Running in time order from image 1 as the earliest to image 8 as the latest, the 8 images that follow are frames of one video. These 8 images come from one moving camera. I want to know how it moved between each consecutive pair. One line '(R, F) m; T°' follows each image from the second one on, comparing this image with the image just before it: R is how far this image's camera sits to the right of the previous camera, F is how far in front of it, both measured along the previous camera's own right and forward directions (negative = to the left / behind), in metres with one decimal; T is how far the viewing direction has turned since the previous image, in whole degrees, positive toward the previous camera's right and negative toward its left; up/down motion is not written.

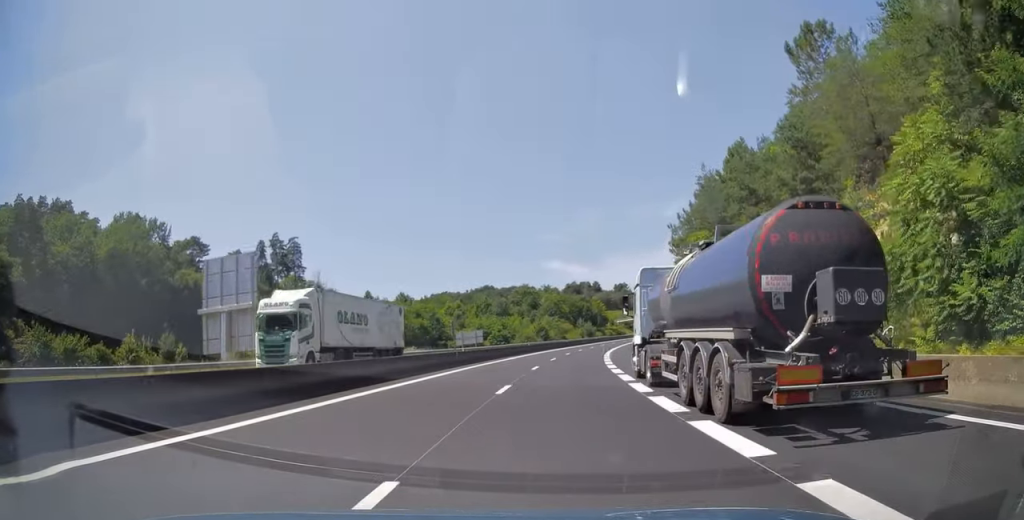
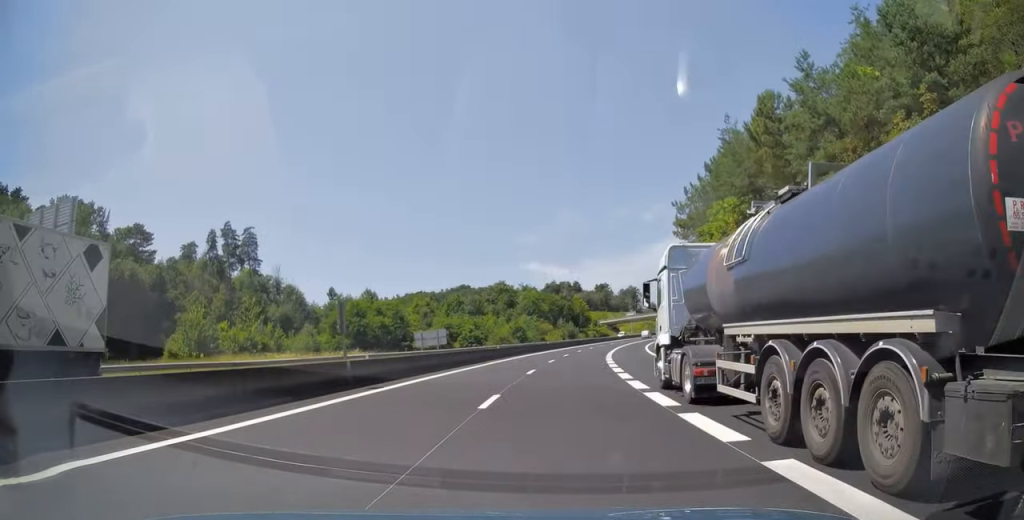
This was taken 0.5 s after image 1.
(+0.4, +16.2) m; +2°
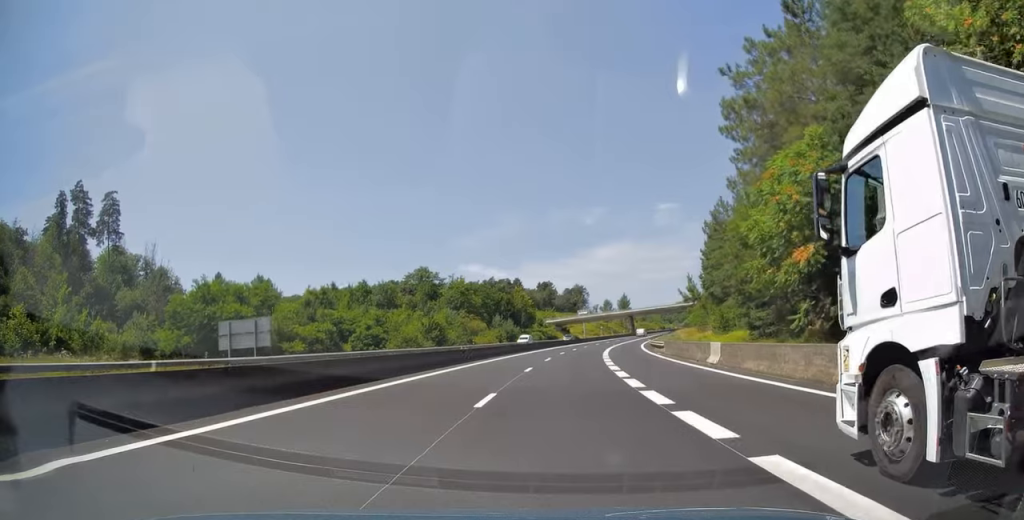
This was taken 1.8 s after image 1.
(+1.8, +38.5) m; +6°
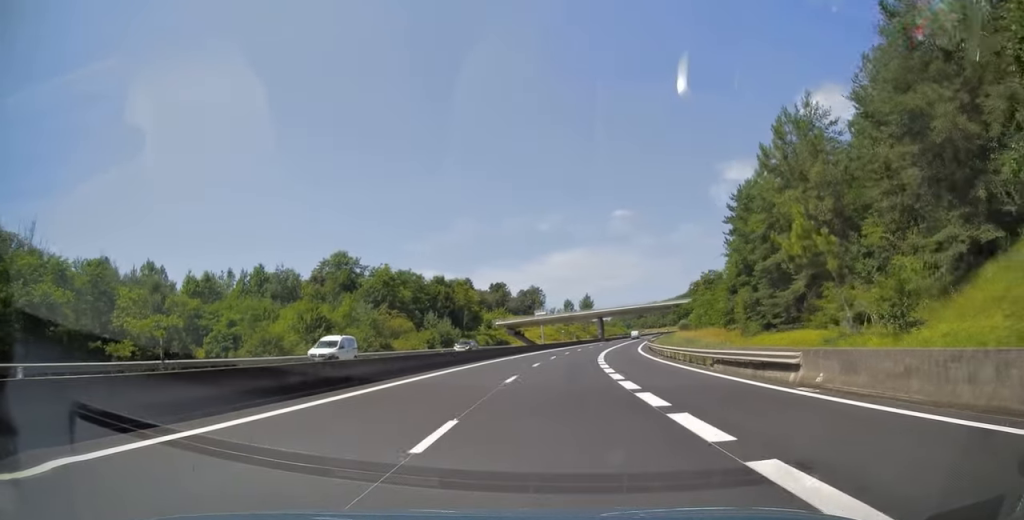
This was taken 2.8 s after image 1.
(+1.4, +30.3) m; +5°
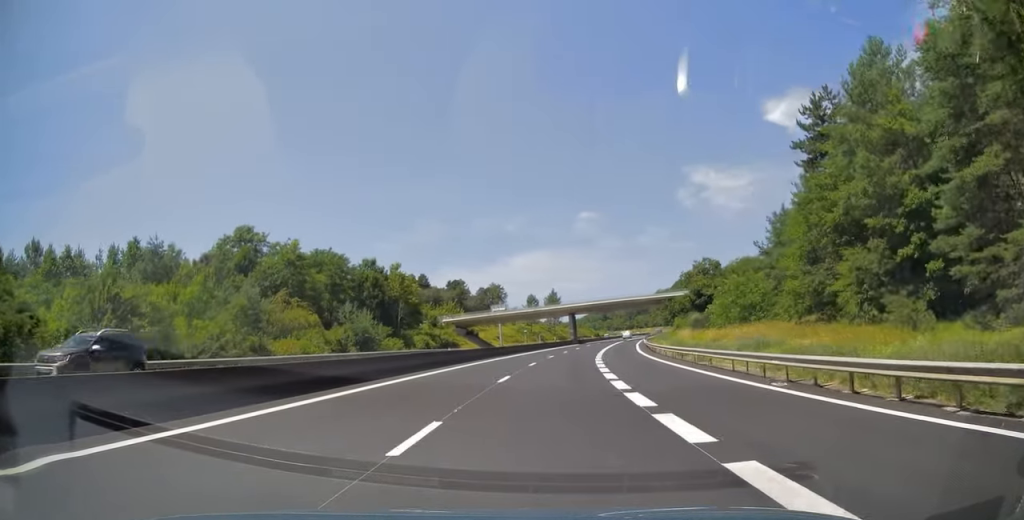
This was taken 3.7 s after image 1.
(+0.8, +25.8) m; +4°
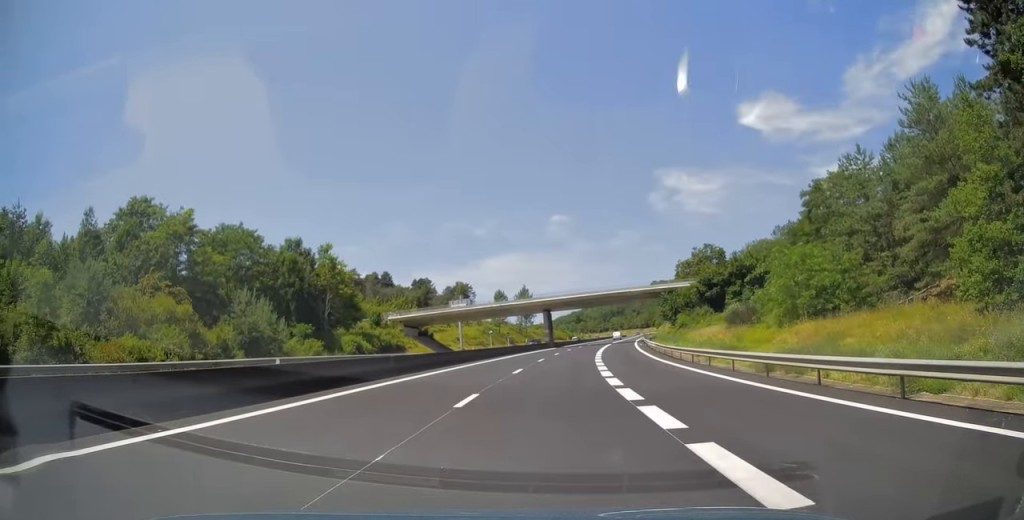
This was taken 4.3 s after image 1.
(+0.4, +20.3) m; +3°
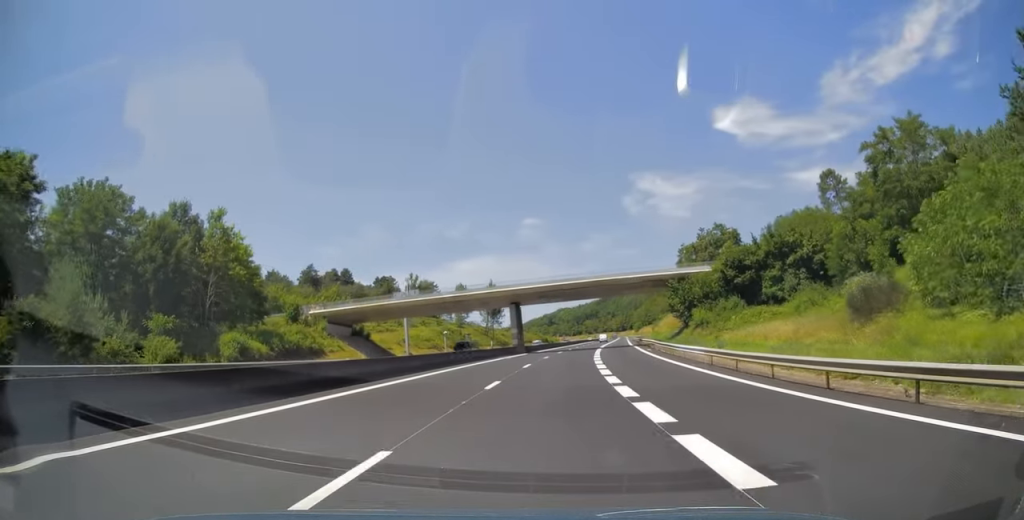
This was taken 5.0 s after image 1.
(+0.7, +20.8) m; +2°
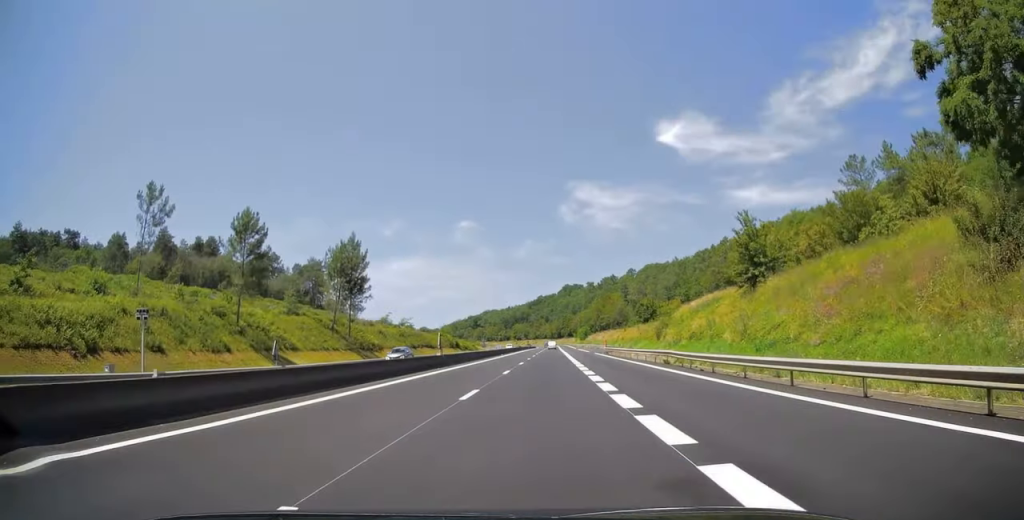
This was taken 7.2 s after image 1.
(+4.4, +66.5) m; +8°
